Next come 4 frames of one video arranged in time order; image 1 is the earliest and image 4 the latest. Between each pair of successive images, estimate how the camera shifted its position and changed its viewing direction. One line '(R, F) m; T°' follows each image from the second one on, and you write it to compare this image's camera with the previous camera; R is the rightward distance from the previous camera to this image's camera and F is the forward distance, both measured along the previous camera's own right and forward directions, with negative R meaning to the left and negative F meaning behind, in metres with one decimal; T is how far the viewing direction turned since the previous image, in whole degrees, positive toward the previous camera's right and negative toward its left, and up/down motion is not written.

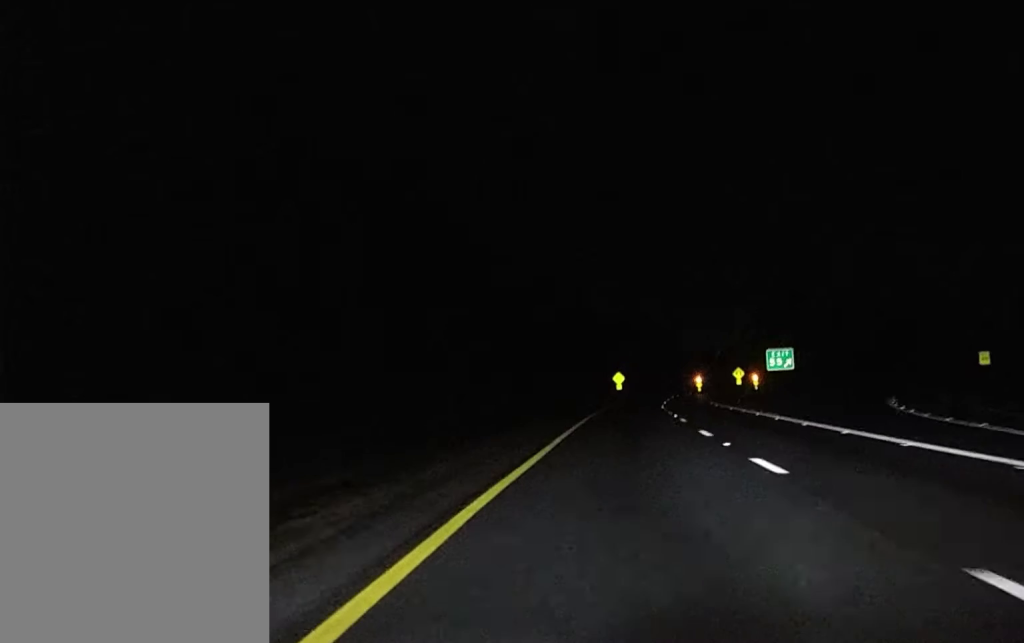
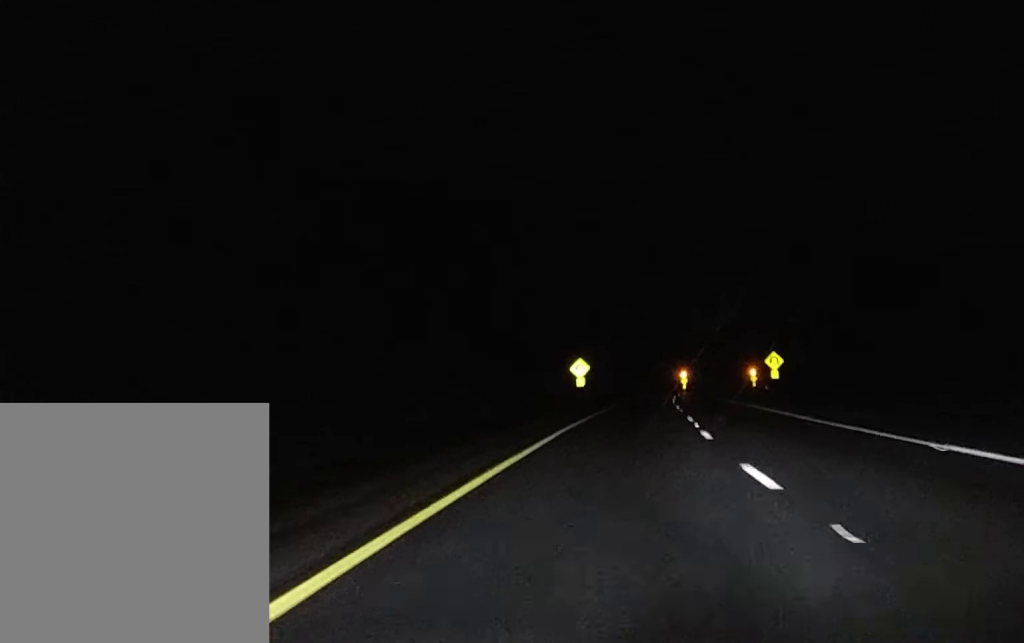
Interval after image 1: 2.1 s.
(+1.3, +69.3) m; +2°
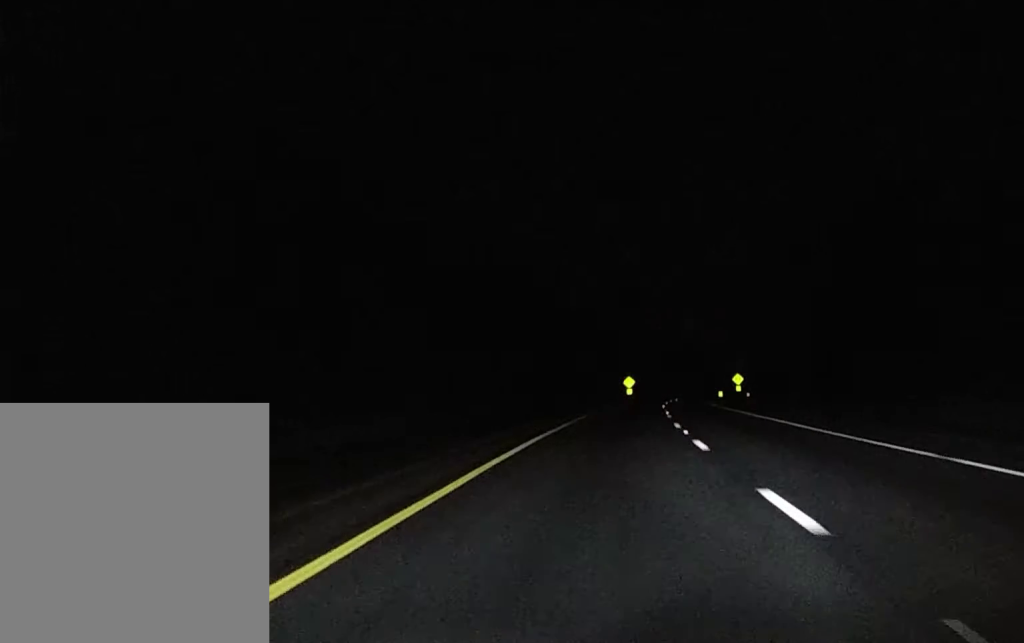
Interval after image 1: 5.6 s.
(+3.3, +97.4) m; +3°
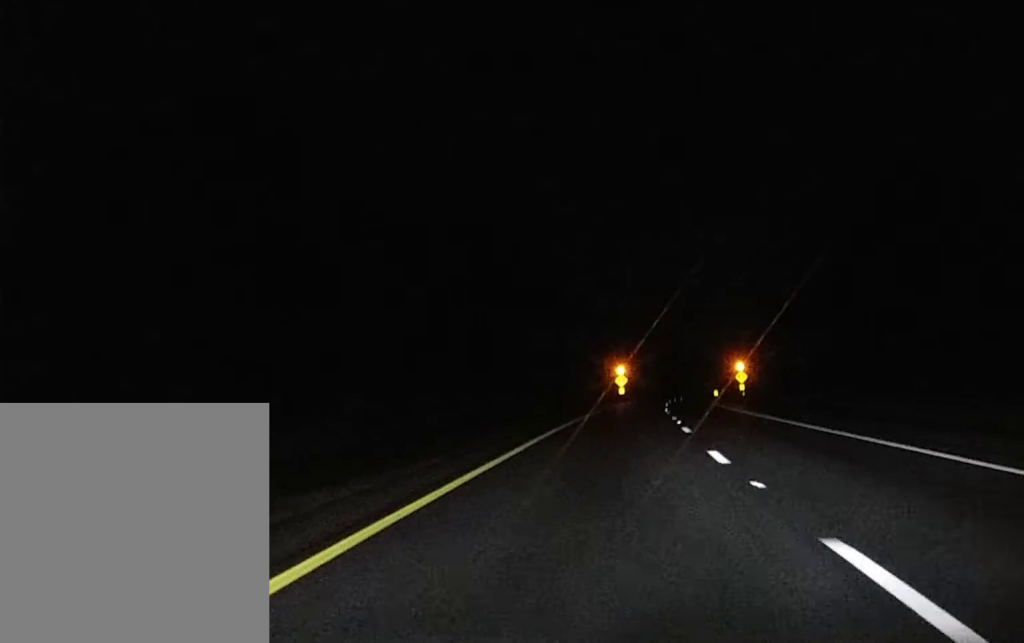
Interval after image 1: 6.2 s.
(0.0, +15.4) m; +1°
